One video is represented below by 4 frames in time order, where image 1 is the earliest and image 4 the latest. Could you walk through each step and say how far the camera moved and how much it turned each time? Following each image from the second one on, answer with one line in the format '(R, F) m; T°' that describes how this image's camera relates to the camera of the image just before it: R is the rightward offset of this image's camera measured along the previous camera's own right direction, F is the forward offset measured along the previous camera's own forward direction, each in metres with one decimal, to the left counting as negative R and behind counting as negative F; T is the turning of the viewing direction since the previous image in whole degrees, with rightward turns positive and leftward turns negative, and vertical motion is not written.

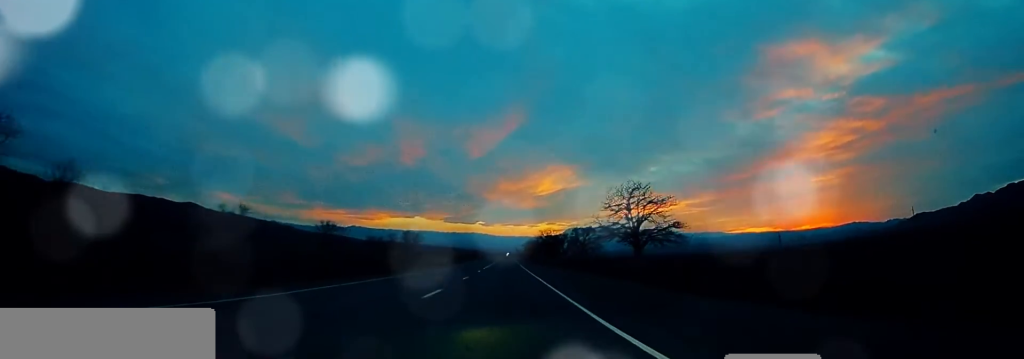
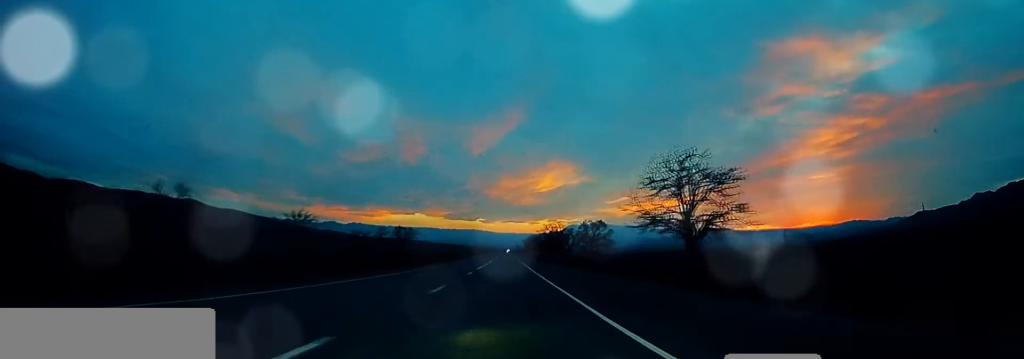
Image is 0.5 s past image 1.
(-0.1, +11.3) m; 0°
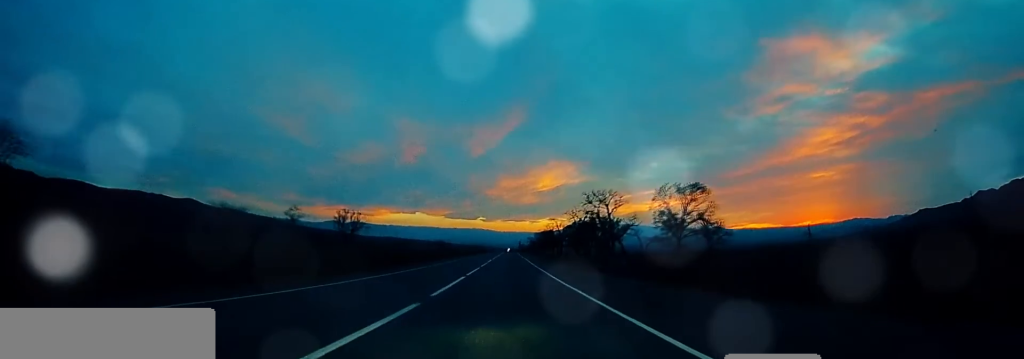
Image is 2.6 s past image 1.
(-0.1, +47.5) m; -2°
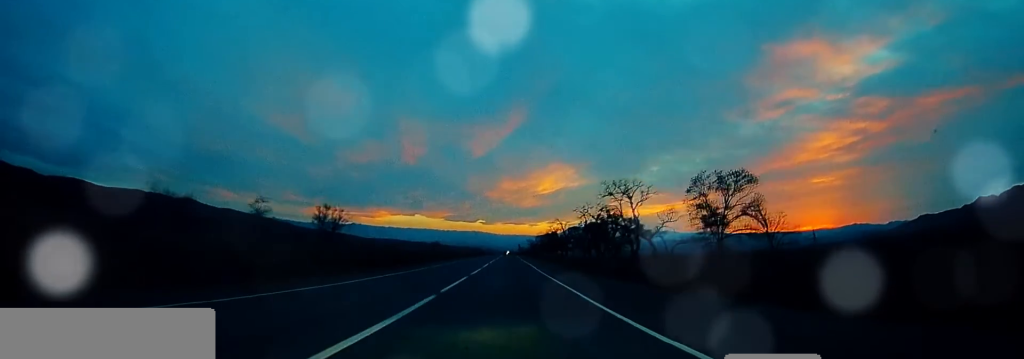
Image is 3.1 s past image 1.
(+0.2, +9.5) m; -2°
